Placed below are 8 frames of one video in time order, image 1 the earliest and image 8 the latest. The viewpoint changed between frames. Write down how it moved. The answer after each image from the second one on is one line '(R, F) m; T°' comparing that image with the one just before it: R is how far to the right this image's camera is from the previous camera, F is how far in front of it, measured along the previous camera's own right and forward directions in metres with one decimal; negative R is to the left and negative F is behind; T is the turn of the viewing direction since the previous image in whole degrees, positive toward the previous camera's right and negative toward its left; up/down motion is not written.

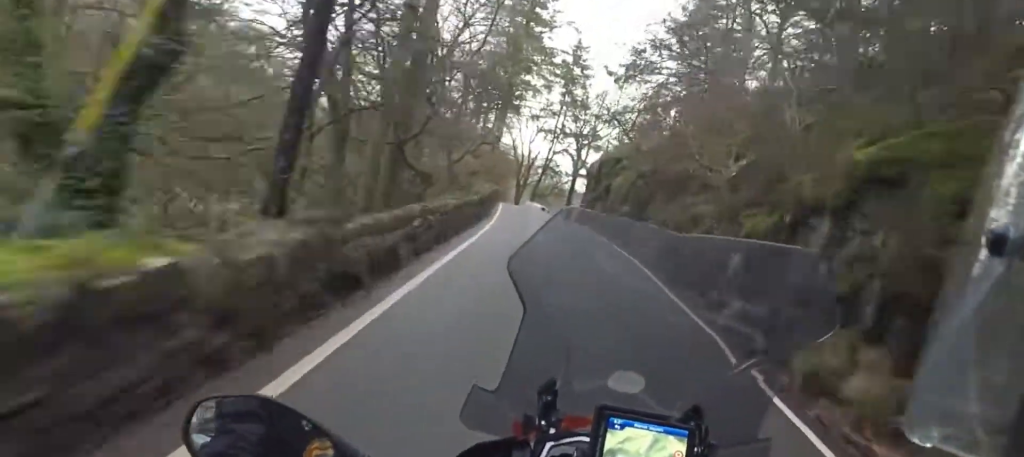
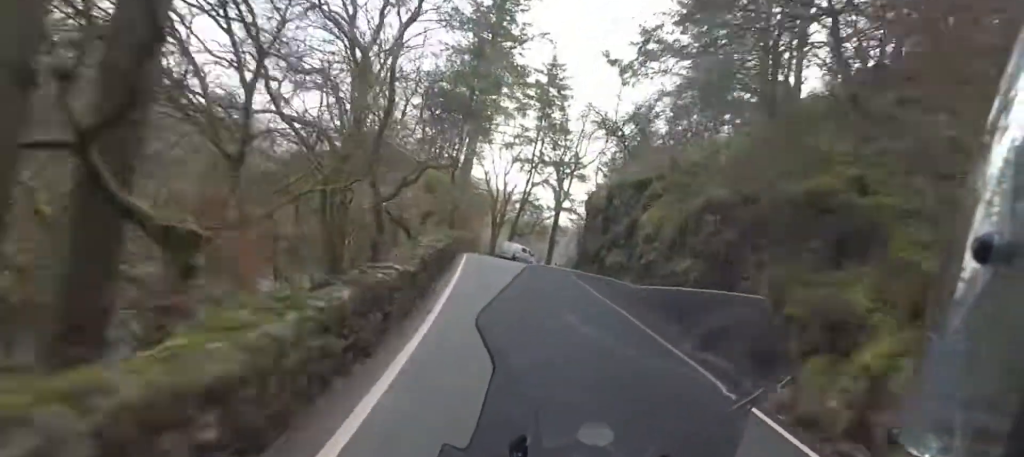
(0.0, +9.9) m; -1°
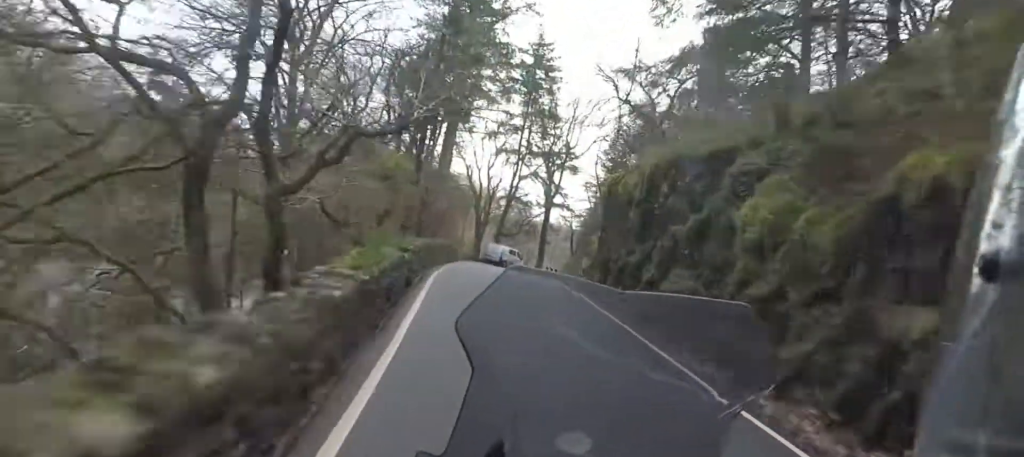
(-0.1, +6.6) m; -1°
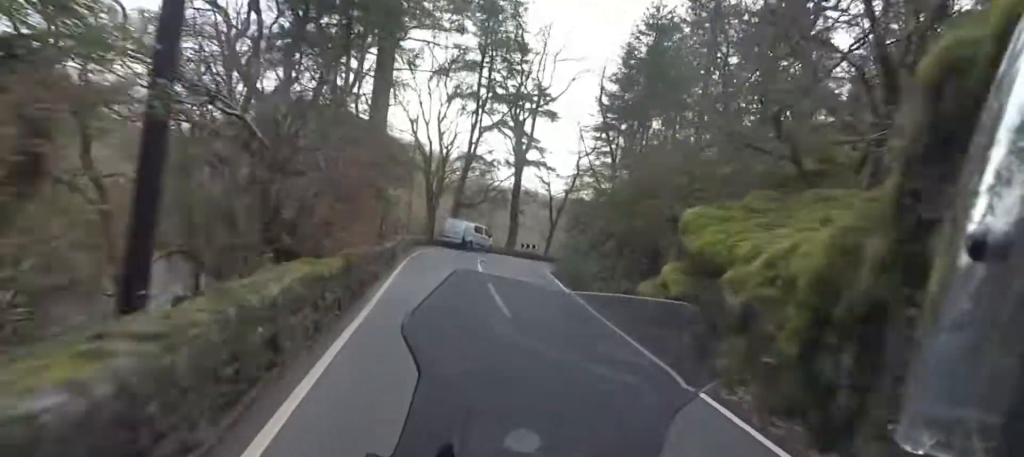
(-0.1, +13.3) m; +2°
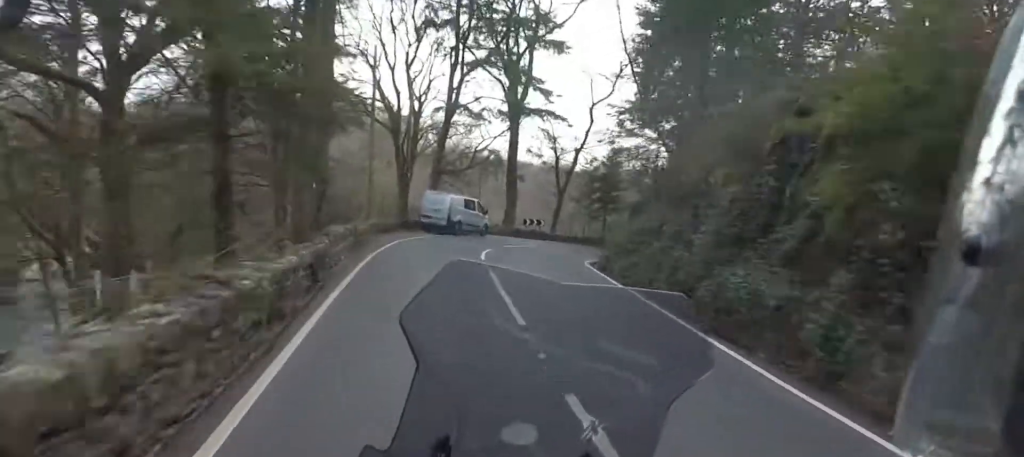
(+0.3, +10.7) m; +6°
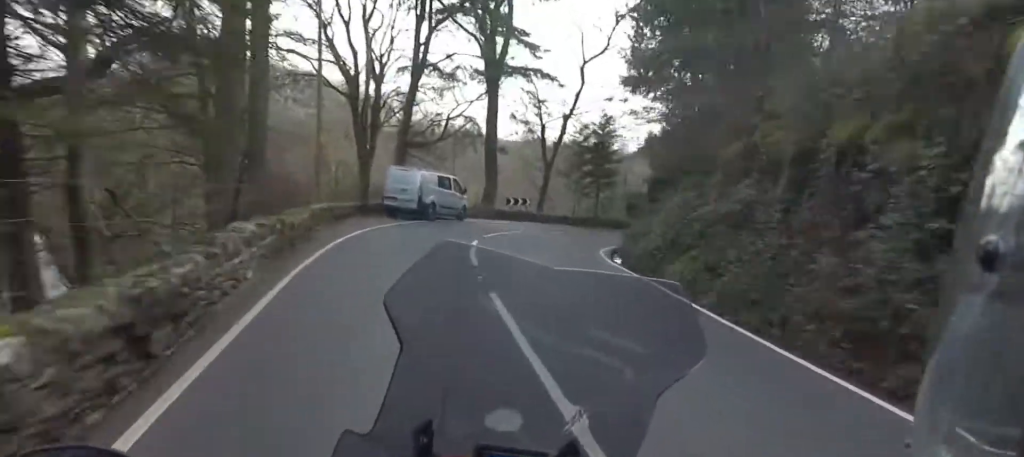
(+0.3, +5.0) m; +4°
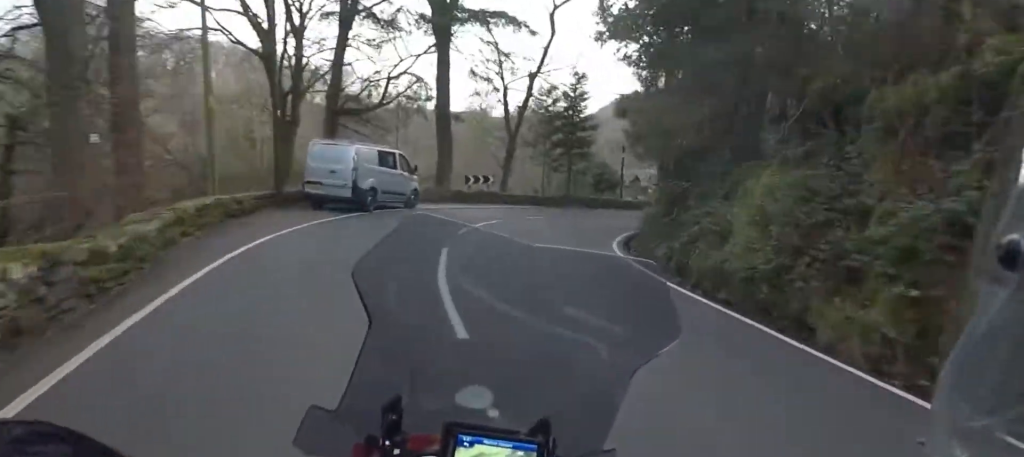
(+0.2, +5.8) m; +5°
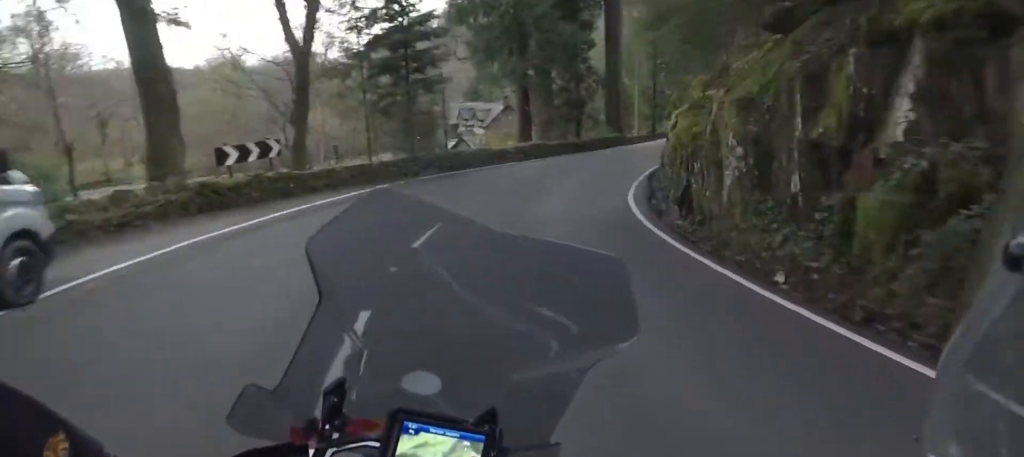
(+1.4, +14.2) m; +19°
